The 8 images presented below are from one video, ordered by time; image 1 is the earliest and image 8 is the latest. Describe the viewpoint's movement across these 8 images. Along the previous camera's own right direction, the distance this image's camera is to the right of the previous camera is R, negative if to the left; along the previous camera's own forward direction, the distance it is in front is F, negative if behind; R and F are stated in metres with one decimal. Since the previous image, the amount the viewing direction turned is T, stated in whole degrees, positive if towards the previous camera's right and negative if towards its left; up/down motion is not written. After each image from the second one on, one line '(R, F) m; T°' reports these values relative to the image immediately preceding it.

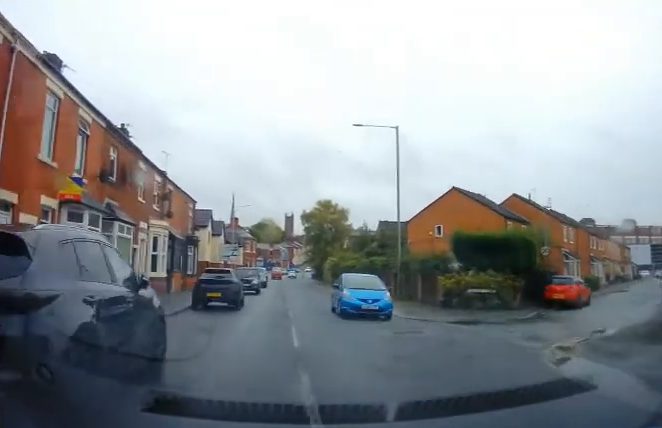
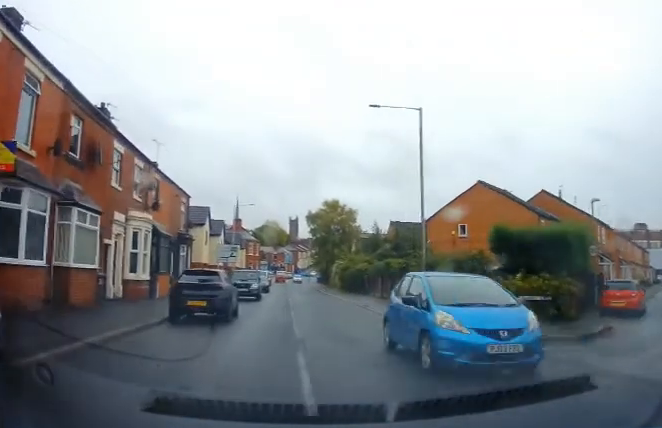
(-0.2, +3.8) m; 0°
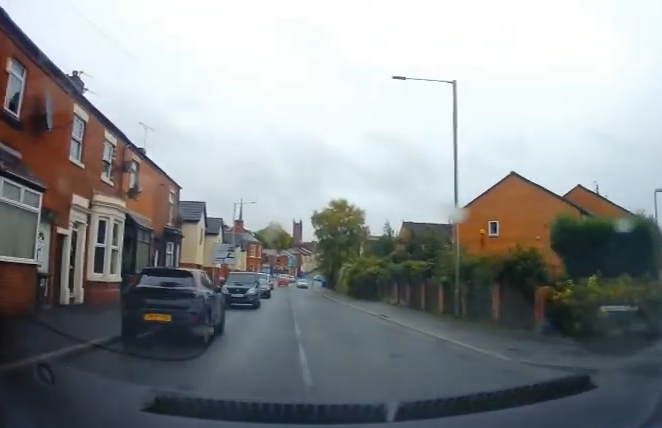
(-0.3, +4.1) m; 0°
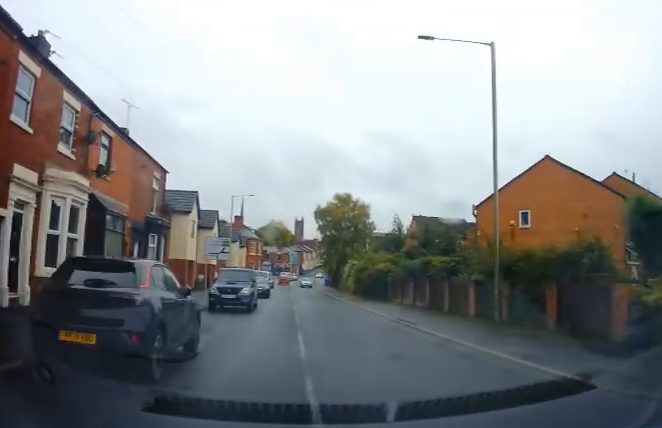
(+0.2, +3.8) m; +2°
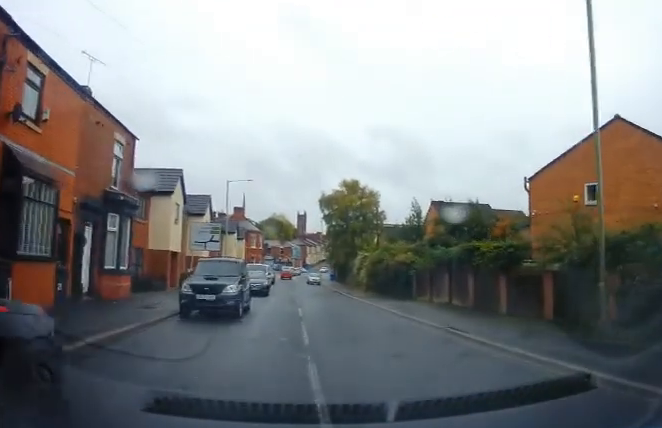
(+0.3, +5.5) m; +2°
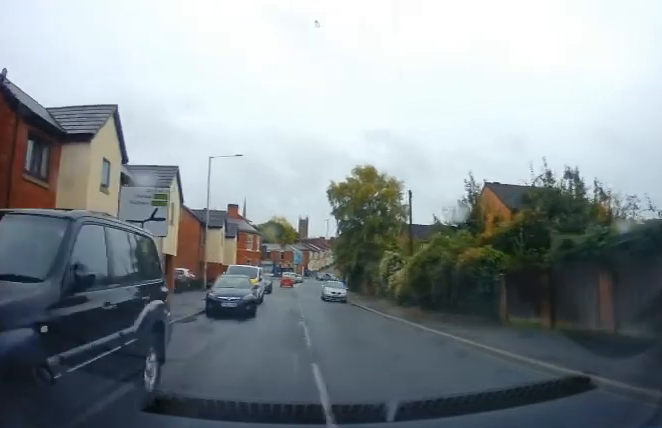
(-0.6, +11.3) m; -4°
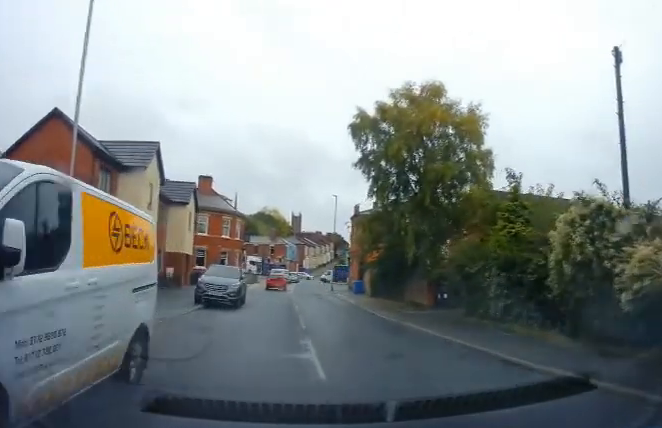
(+0.5, +21.8) m; +2°
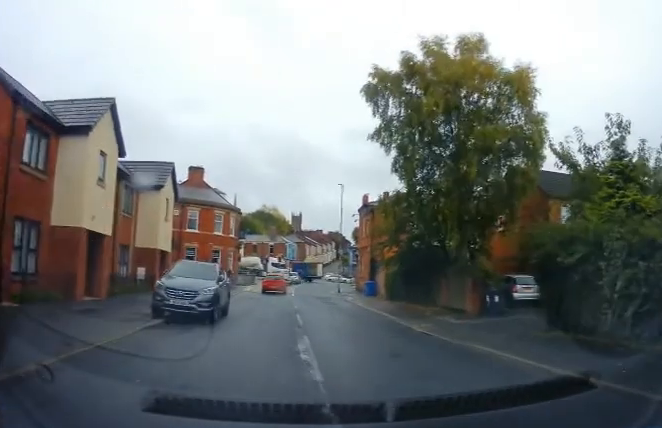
(+0.2, +6.1) m; 0°
